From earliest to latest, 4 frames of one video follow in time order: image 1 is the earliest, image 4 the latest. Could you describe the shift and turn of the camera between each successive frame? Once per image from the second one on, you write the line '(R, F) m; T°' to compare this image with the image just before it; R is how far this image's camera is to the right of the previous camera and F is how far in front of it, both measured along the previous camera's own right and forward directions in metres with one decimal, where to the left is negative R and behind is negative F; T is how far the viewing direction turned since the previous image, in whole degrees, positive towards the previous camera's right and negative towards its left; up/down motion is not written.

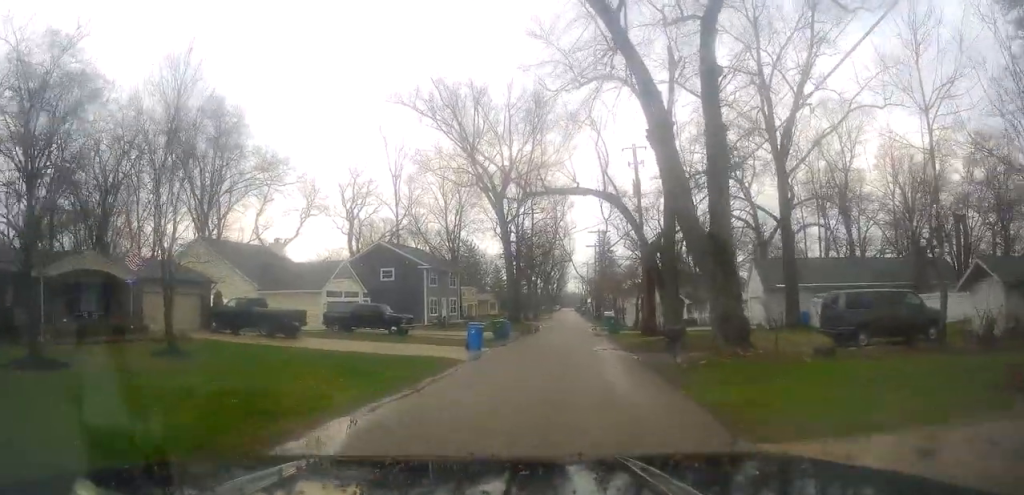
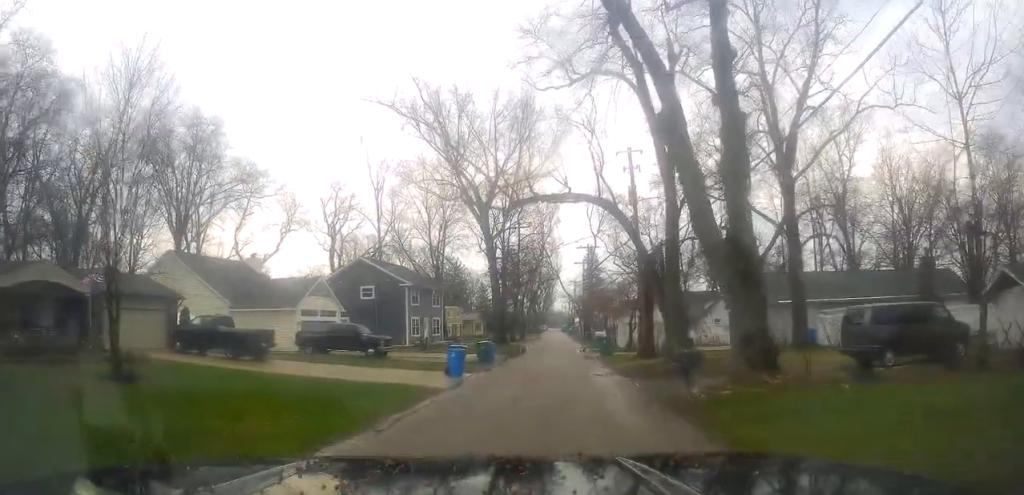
(0.0, +2.7) m; +2°
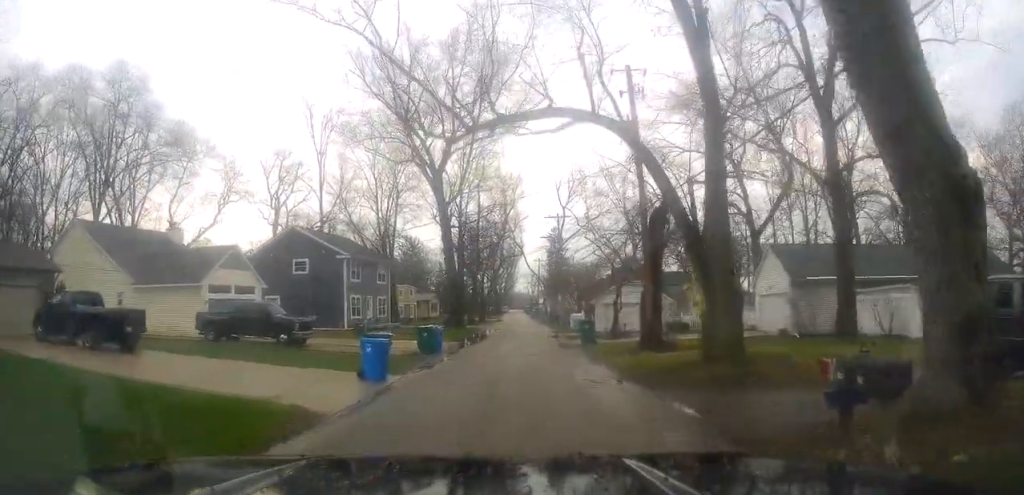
(+0.6, +8.1) m; +3°
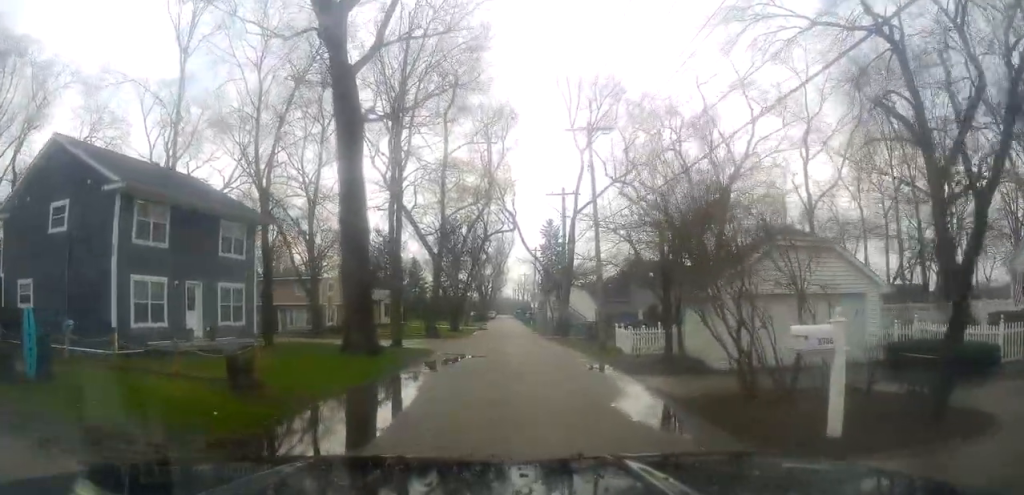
(-0.3, +26.4) m; 0°
